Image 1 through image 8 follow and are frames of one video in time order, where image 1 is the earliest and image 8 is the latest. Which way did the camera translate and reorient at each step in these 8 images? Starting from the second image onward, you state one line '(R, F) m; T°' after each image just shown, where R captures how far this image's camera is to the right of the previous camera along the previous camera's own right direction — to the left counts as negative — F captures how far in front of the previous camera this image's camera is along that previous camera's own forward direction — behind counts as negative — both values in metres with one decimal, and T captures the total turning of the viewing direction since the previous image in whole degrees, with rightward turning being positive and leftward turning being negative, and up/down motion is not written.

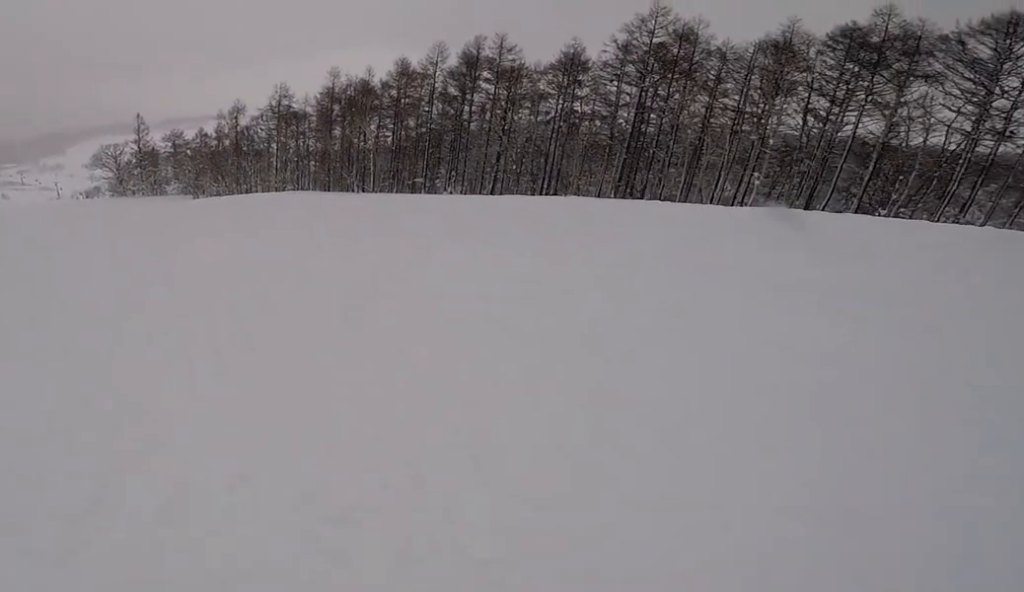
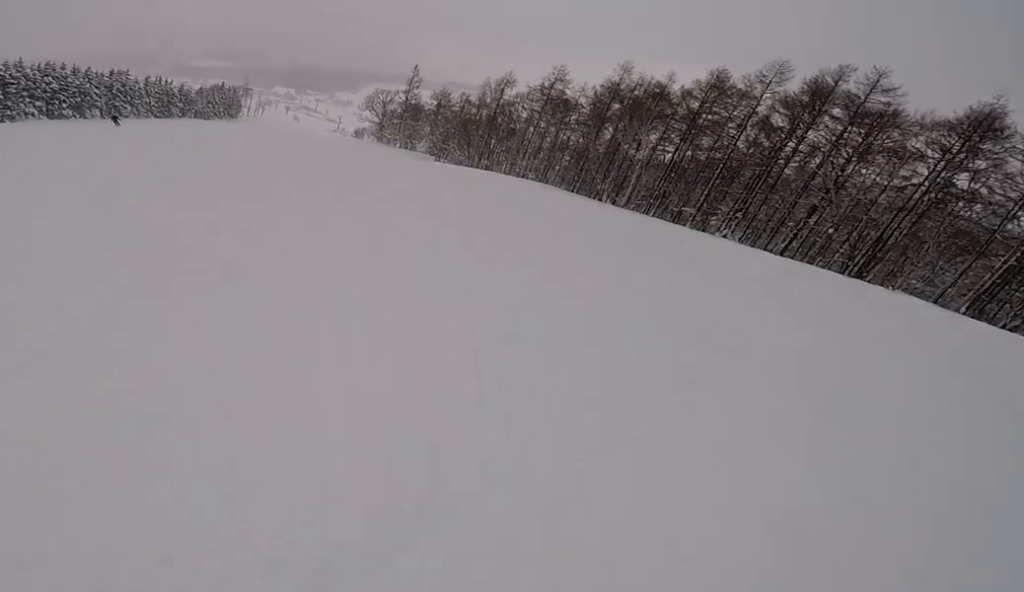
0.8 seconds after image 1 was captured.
(-0.9, +5.8) m; -21°
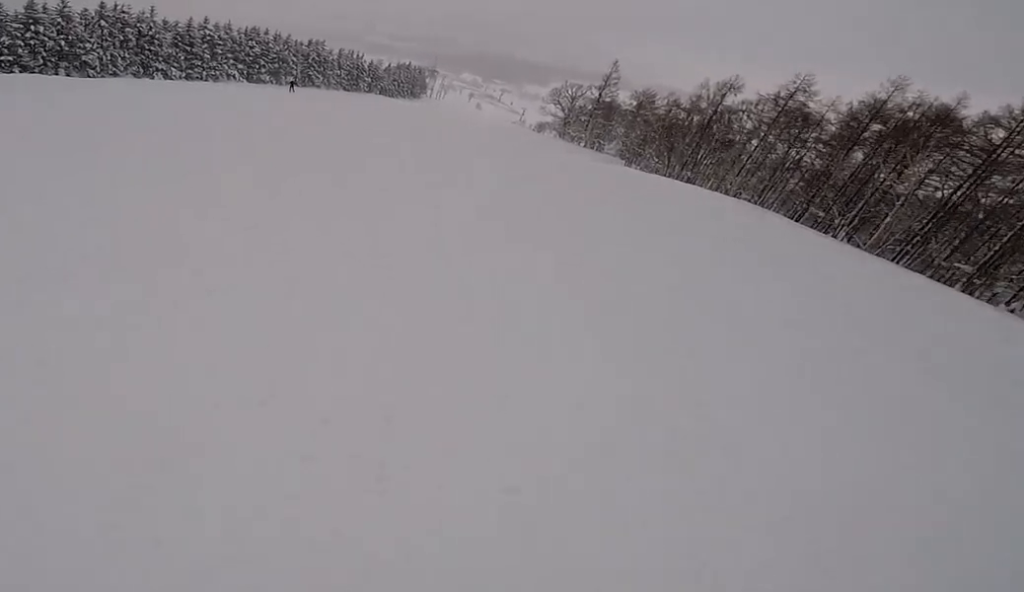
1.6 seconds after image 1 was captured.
(-1.2, +5.3) m; -23°
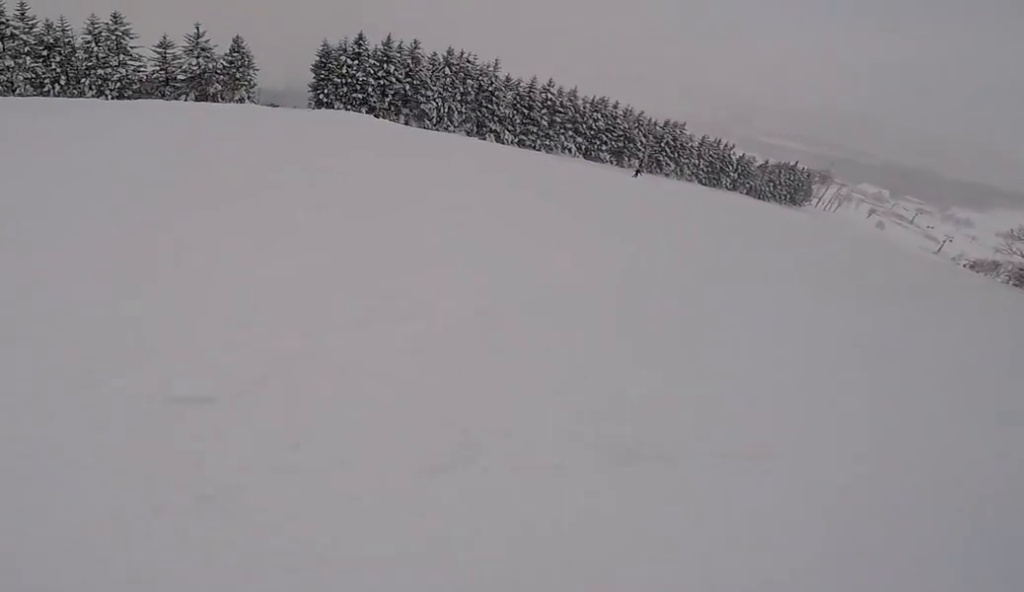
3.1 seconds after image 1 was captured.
(-3.8, +9.9) m; -27°
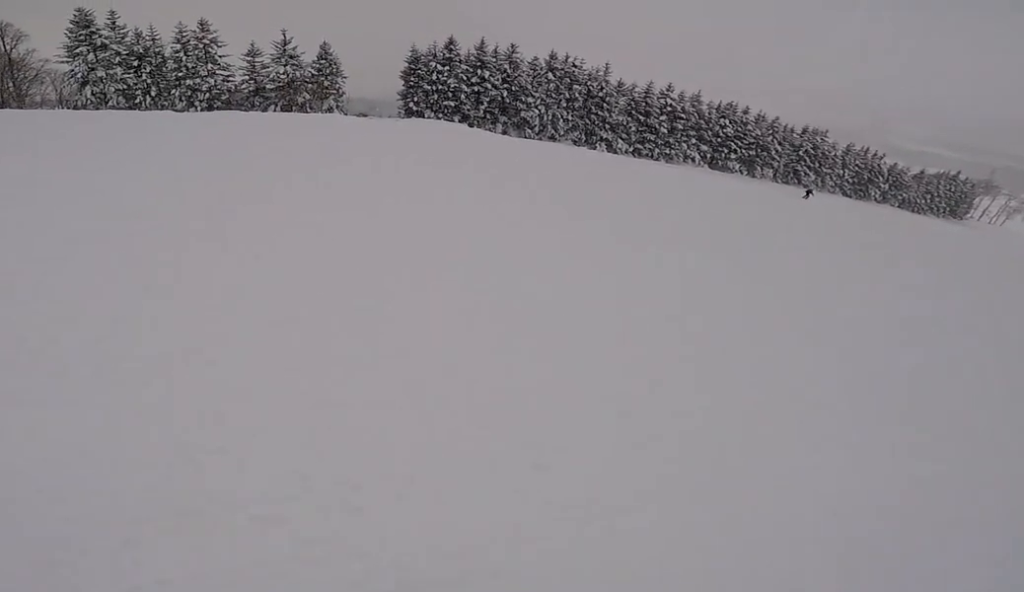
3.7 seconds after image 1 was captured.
(-0.1, +4.7) m; +7°
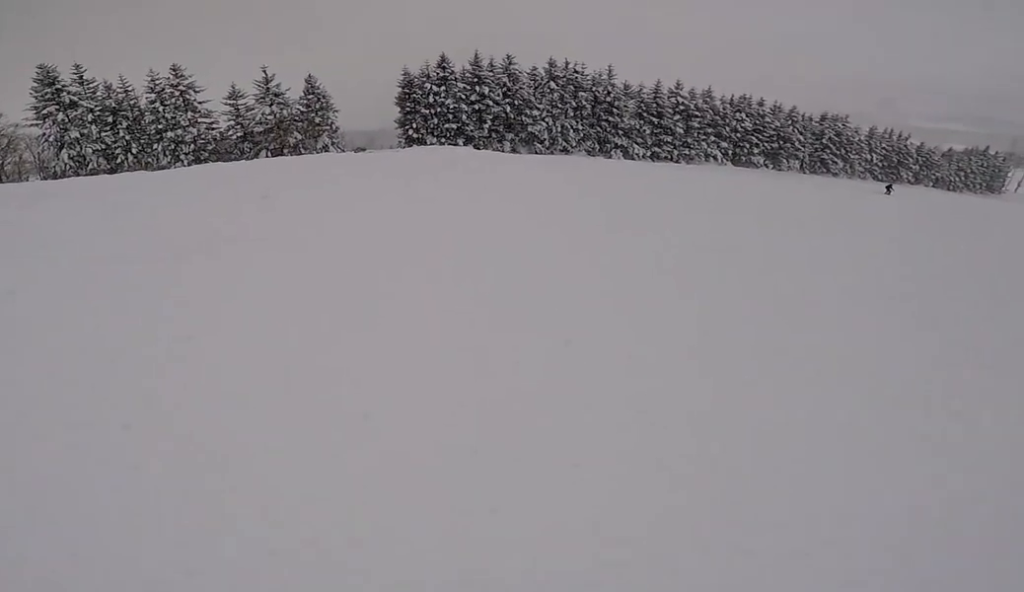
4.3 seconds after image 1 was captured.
(+0.3, +3.9) m; +13°
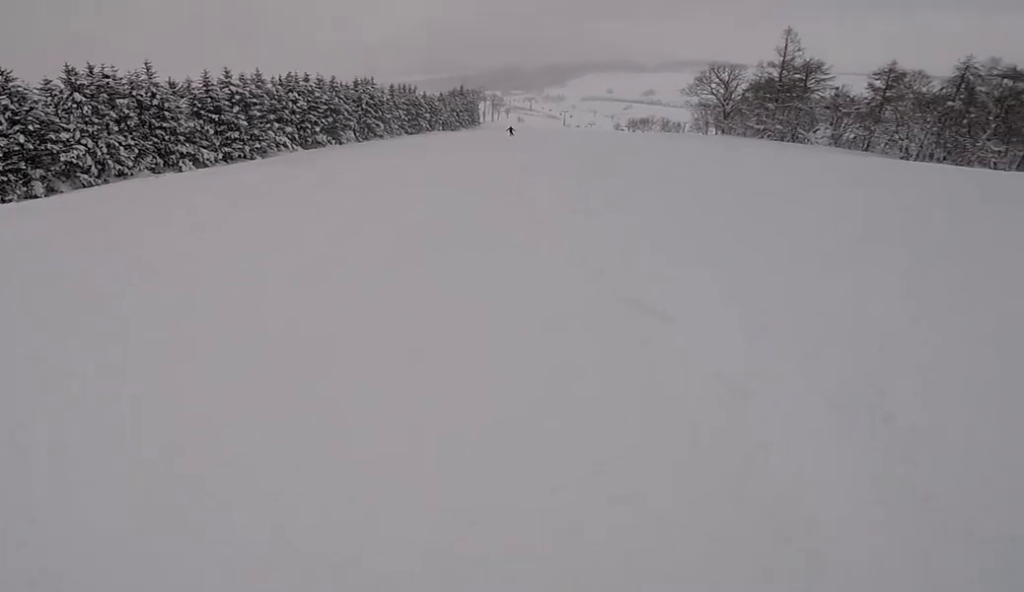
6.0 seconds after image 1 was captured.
(+5.7, +10.3) m; +55°
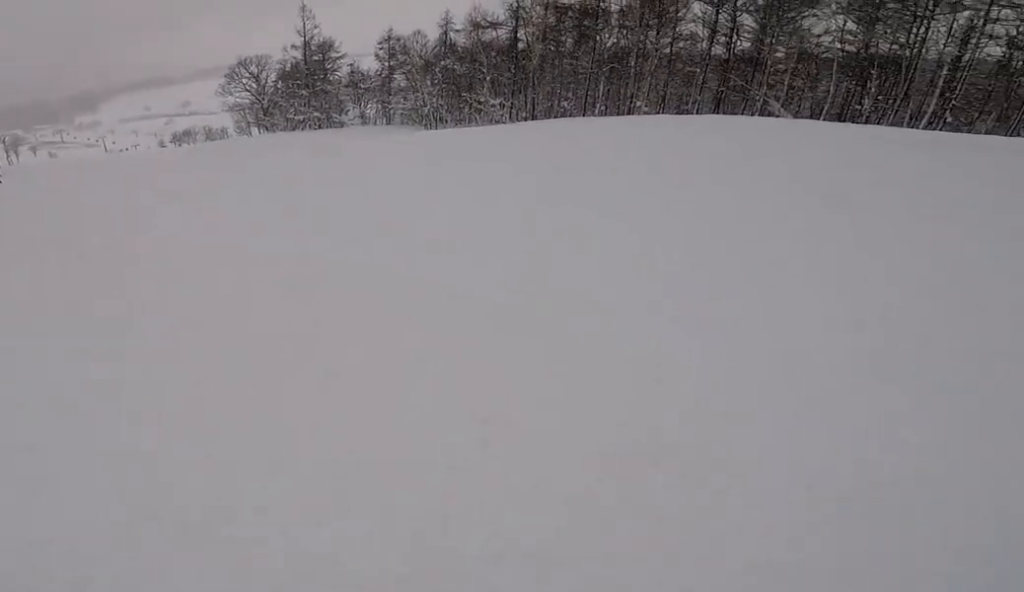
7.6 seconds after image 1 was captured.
(+2.6, +12.4) m; +13°
